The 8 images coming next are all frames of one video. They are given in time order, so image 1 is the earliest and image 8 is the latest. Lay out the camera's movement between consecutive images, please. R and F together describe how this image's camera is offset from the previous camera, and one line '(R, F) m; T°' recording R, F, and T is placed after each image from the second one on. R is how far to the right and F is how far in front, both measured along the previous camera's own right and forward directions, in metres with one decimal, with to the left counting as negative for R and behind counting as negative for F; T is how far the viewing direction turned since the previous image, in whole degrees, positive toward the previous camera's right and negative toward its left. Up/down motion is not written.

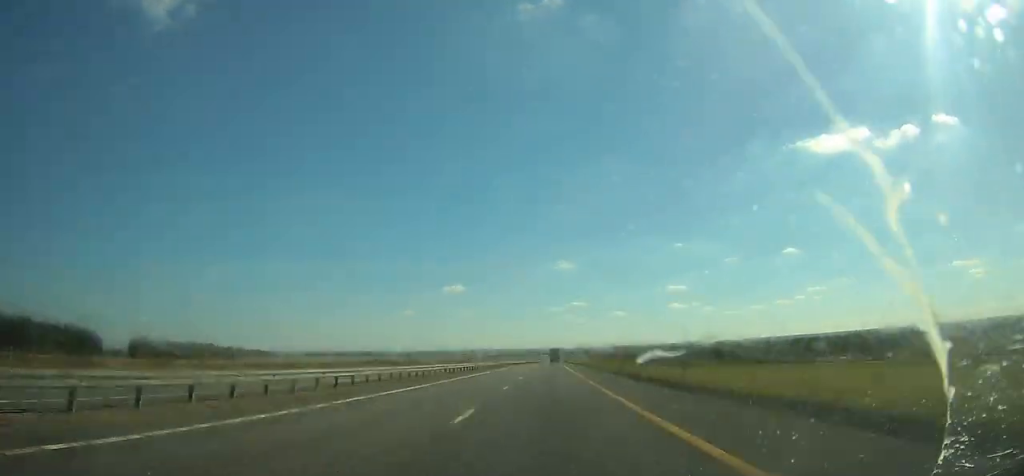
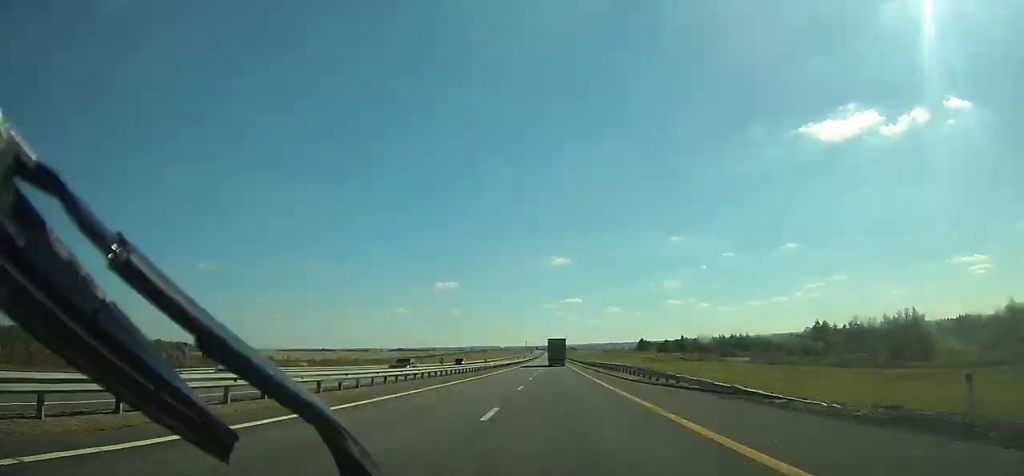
(+1.6, +199.5) m; 0°
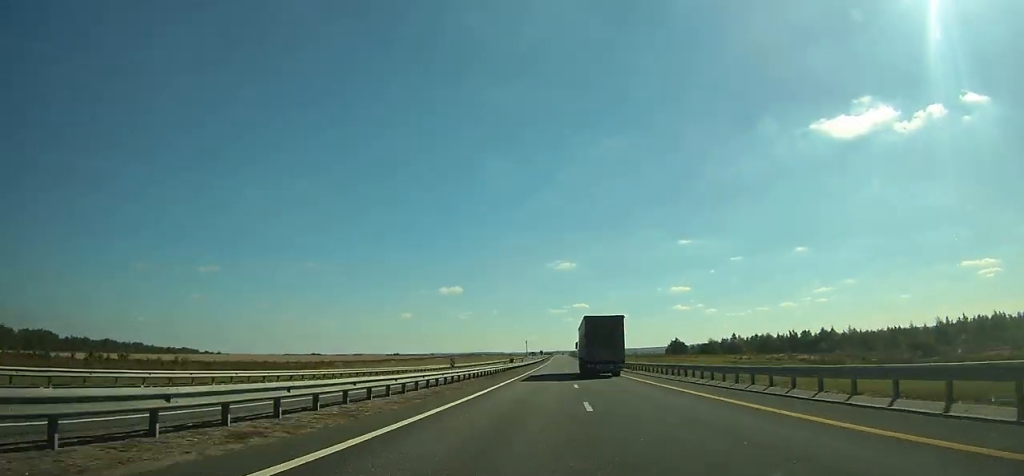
(-0.7, +128.1) m; 0°
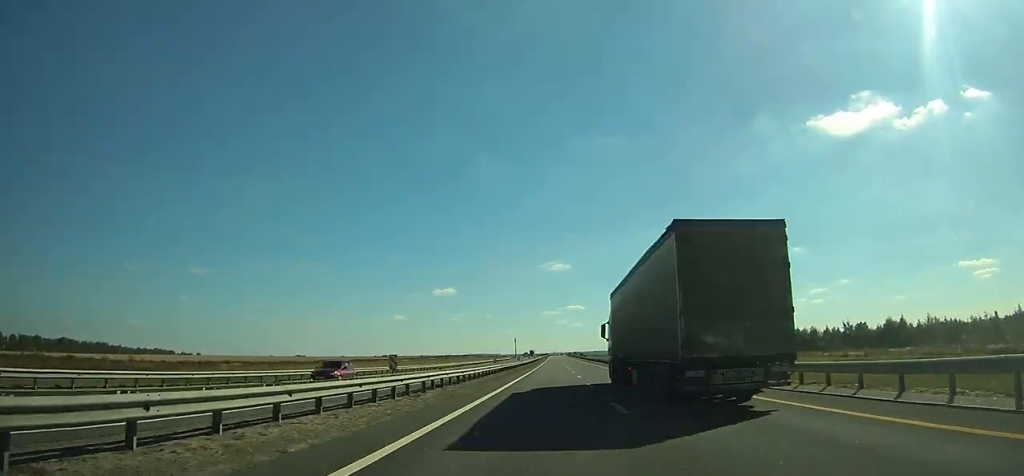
(+0.1, +75.2) m; 0°
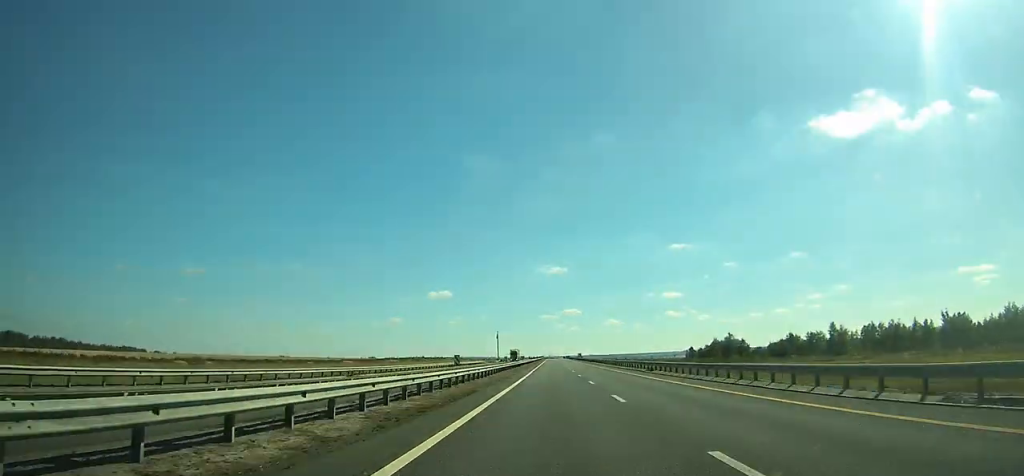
(+0.2, +82.1) m; +1°
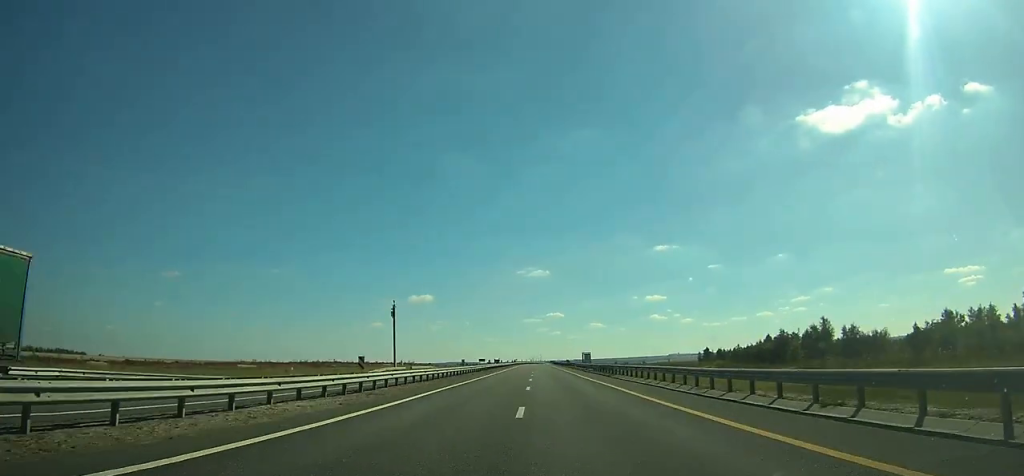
(+1.1, +122.5) m; 0°
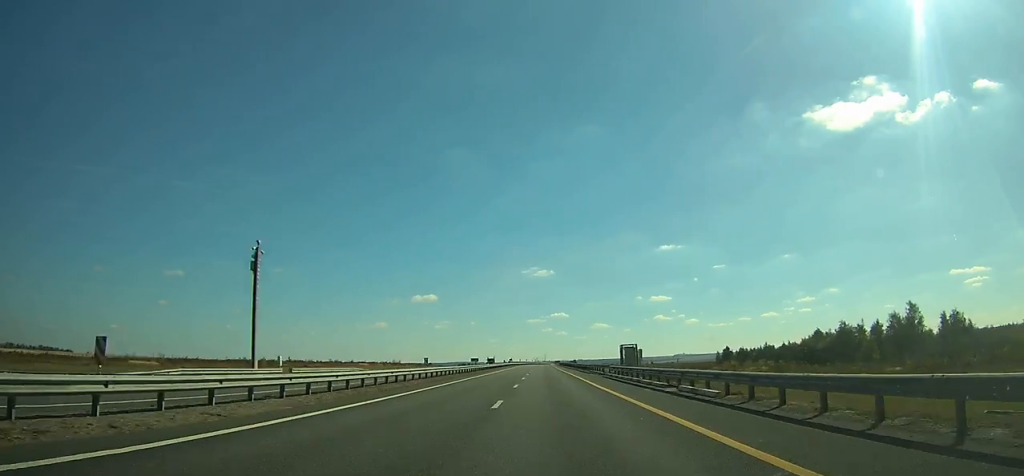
(0.0, +44.4) m; 0°
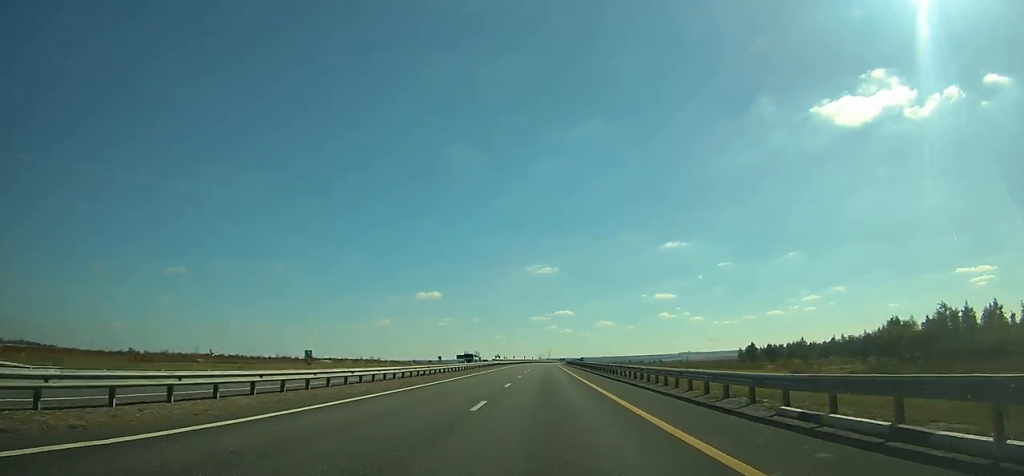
(0.0, +47.4) m; 0°
